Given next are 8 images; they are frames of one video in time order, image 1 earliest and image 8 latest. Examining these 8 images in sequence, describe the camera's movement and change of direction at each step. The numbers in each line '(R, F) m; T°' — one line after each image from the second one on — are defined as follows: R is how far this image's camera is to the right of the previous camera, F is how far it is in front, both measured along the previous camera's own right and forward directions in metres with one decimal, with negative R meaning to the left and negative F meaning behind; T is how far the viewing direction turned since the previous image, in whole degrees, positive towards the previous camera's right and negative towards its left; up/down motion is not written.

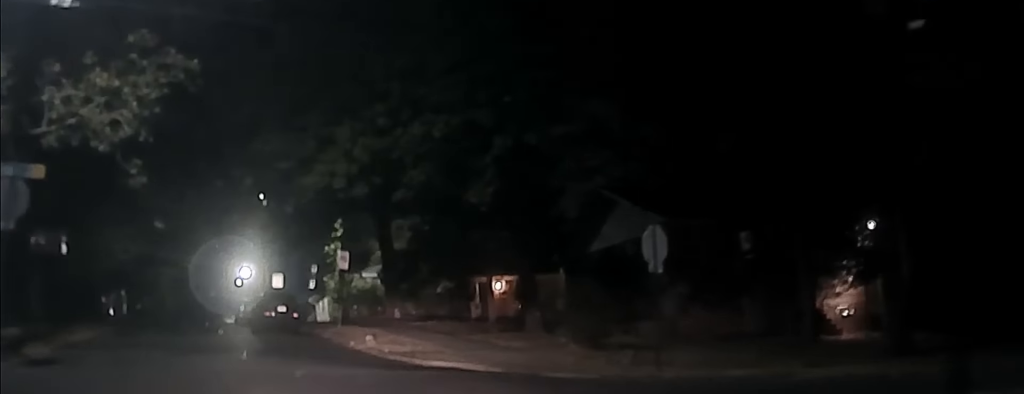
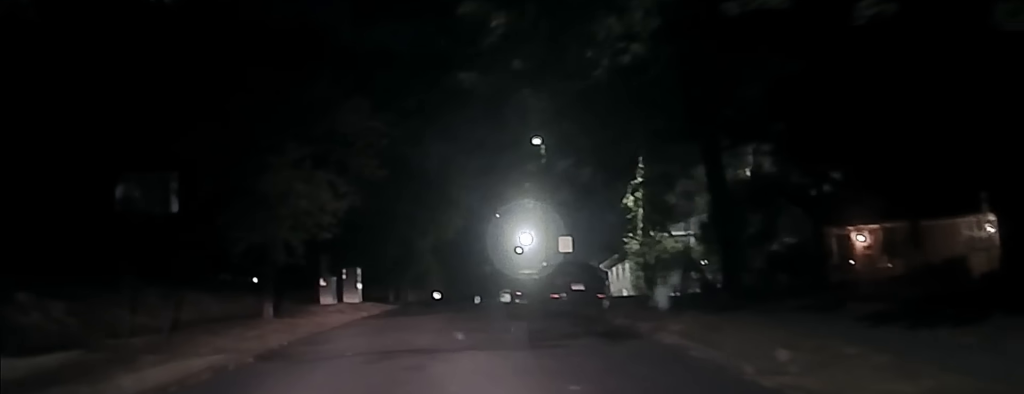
(-4.4, +17.3) m; -20°
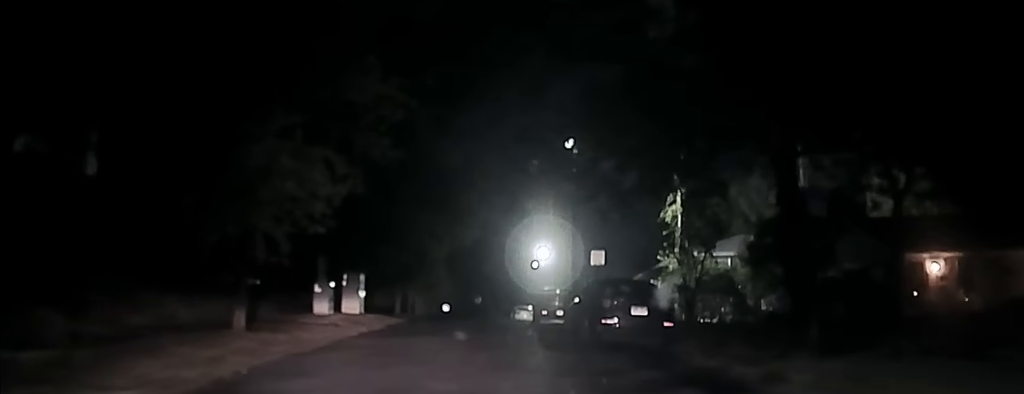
(+0.1, +4.1) m; +3°
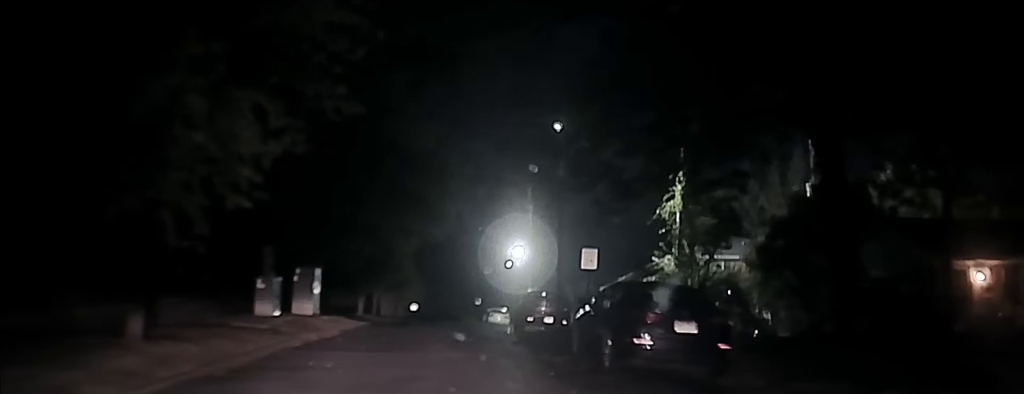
(+0.1, +4.0) m; +2°
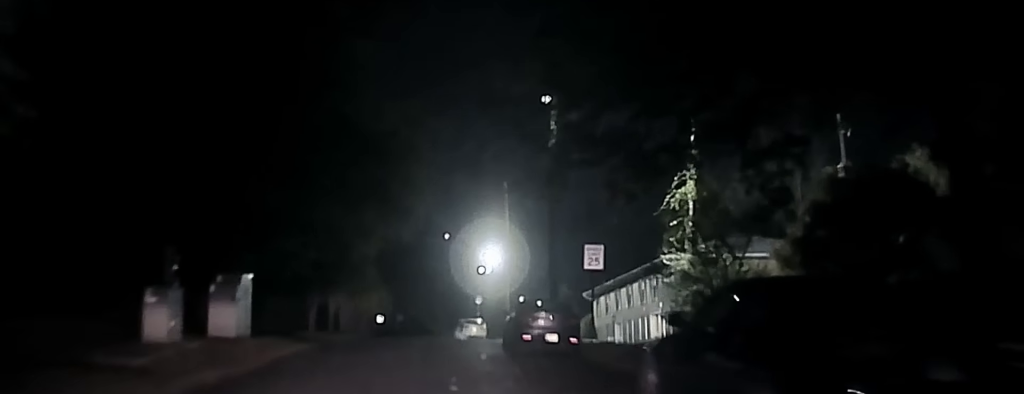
(+0.2, +6.7) m; +2°
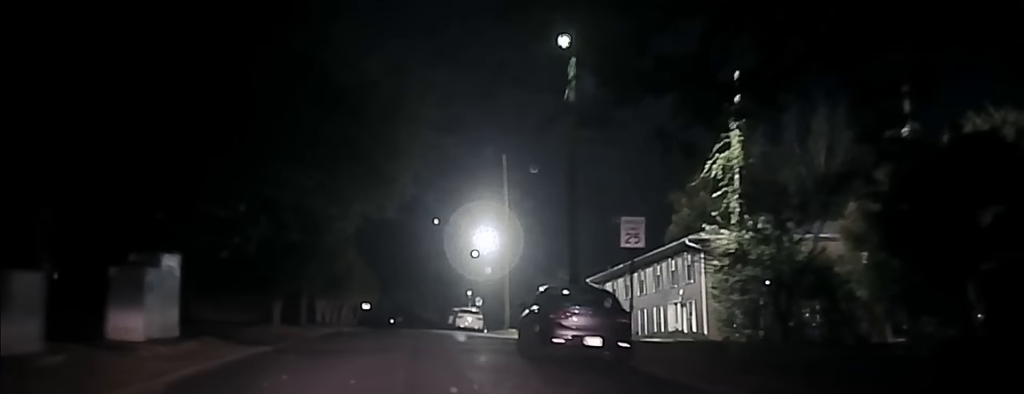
(+0.1, +6.4) m; +1°
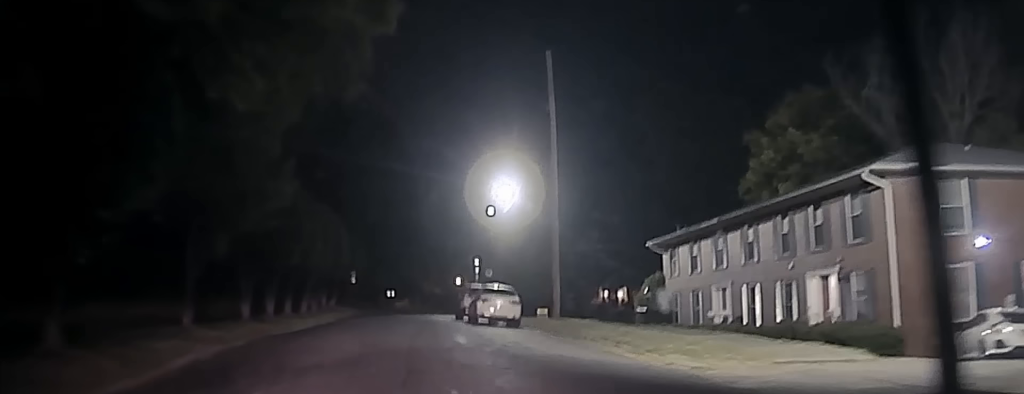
(+0.1, +20.6) m; -1°
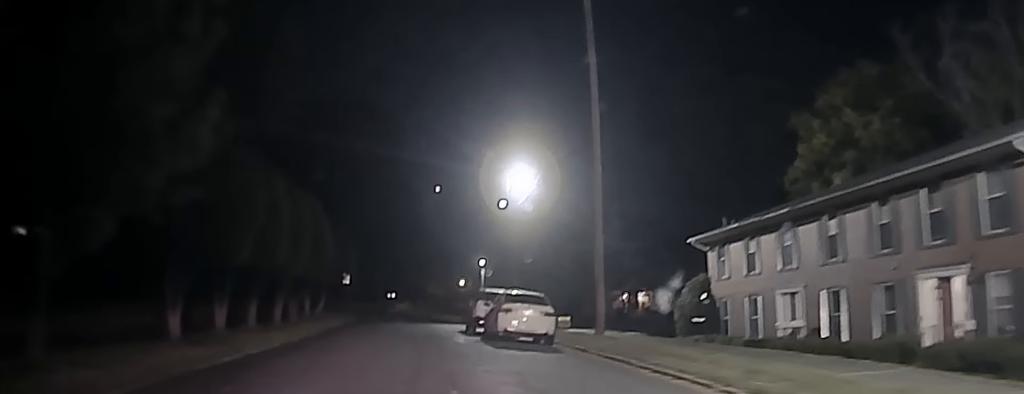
(-0.1, +8.2) m; -1°
